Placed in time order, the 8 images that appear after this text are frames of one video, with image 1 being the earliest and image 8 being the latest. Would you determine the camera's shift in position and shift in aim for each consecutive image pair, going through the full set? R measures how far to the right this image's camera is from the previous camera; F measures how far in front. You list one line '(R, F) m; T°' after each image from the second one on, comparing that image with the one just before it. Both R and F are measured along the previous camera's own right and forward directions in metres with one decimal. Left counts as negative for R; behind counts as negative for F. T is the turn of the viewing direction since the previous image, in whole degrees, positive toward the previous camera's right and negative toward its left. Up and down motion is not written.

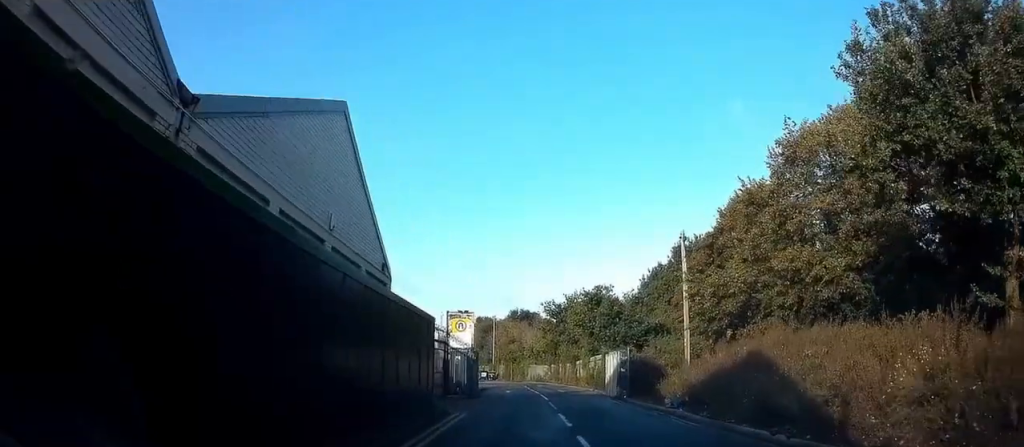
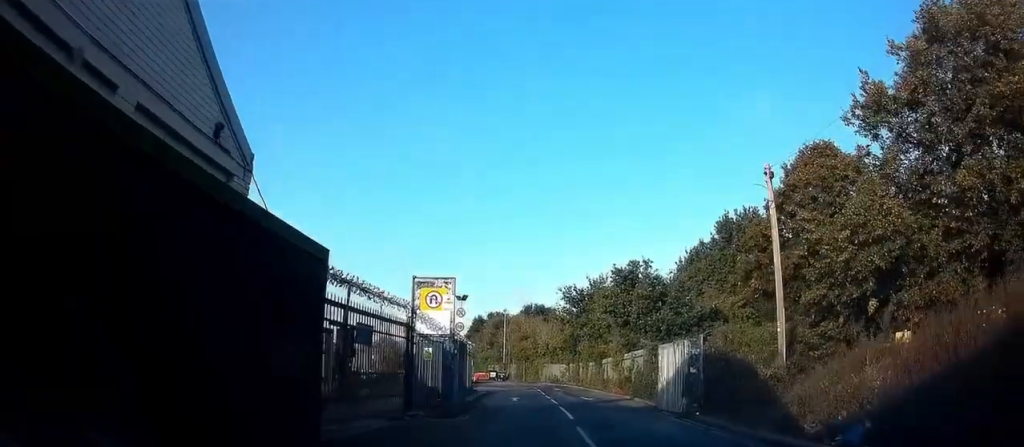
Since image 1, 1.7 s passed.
(+0.1, +9.4) m; -1°
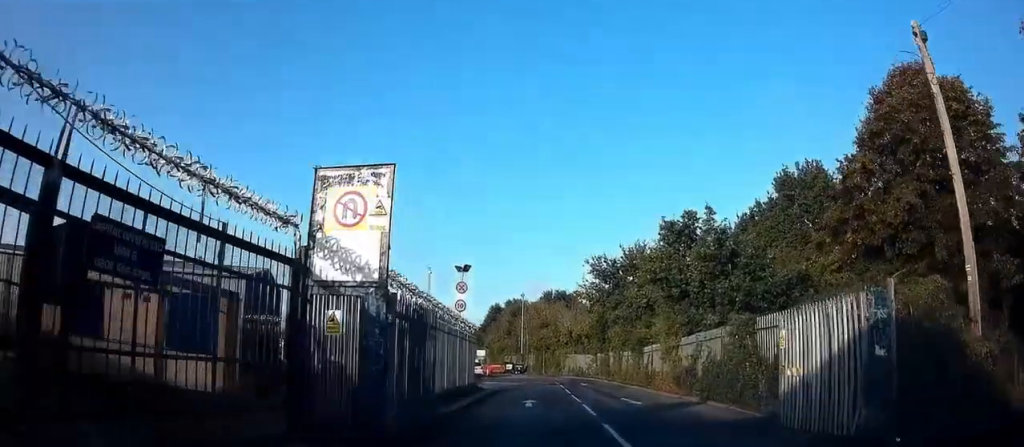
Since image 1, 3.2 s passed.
(-0.6, +8.4) m; -4°
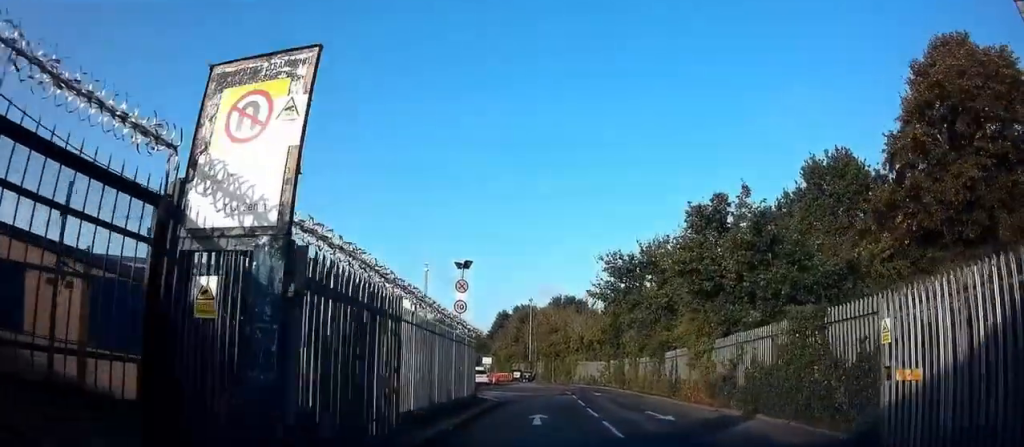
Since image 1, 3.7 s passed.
(0.0, +3.2) m; 0°
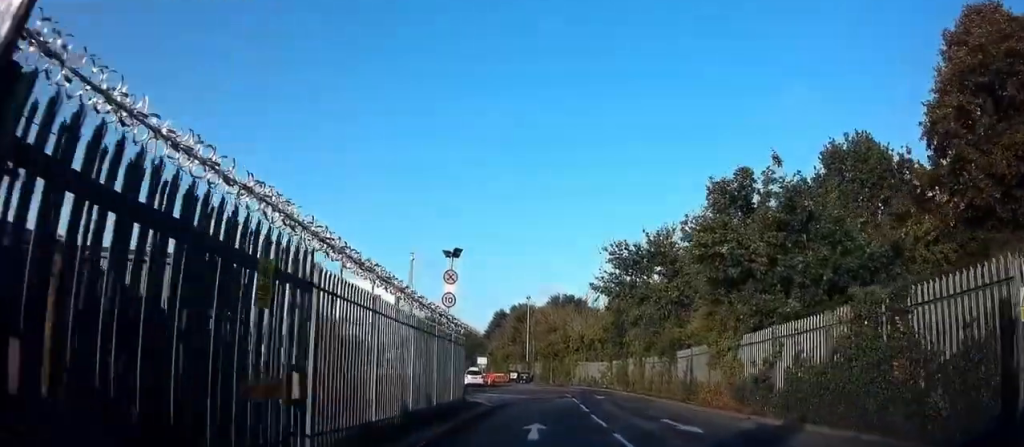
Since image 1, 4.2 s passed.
(0.0, +2.8) m; 0°
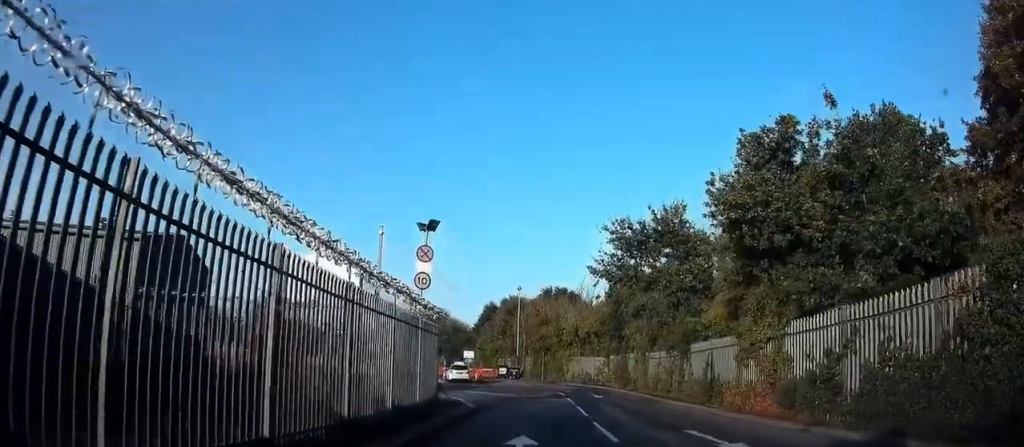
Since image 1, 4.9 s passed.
(0.0, +3.7) m; 0°
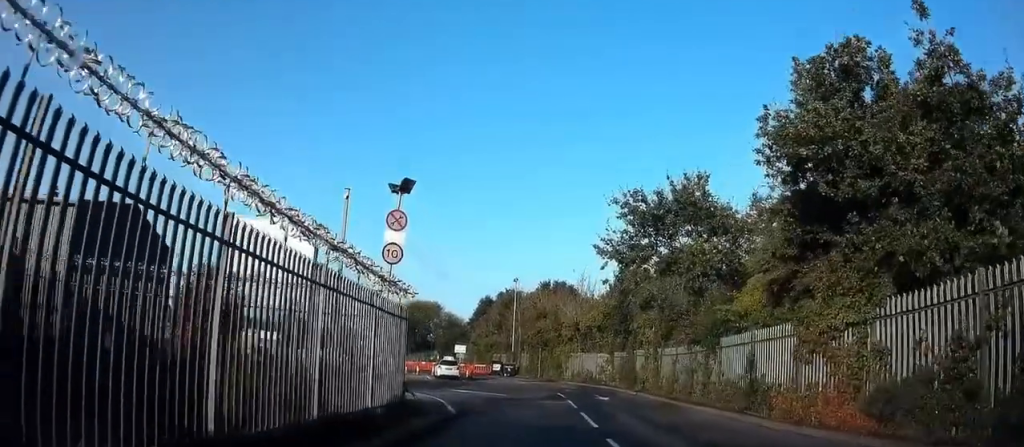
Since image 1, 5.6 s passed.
(0.0, +3.8) m; 0°
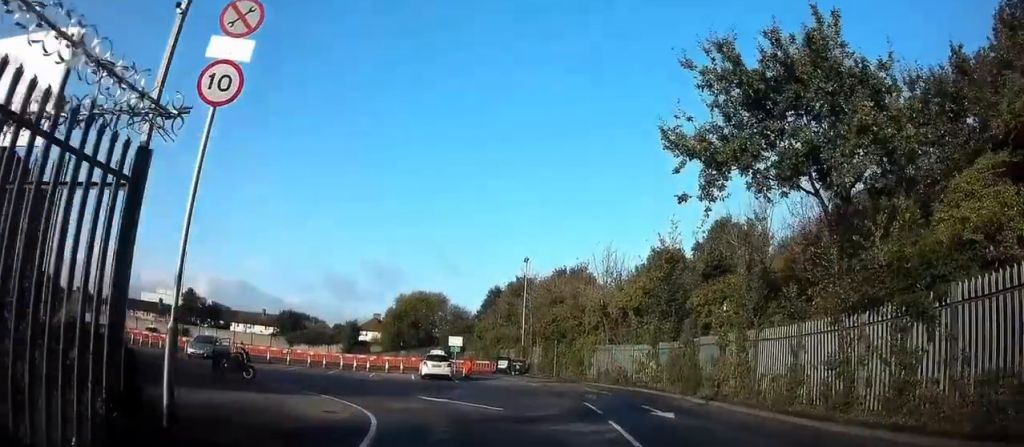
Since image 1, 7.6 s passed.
(+0.7, +9.8) m; +9°
